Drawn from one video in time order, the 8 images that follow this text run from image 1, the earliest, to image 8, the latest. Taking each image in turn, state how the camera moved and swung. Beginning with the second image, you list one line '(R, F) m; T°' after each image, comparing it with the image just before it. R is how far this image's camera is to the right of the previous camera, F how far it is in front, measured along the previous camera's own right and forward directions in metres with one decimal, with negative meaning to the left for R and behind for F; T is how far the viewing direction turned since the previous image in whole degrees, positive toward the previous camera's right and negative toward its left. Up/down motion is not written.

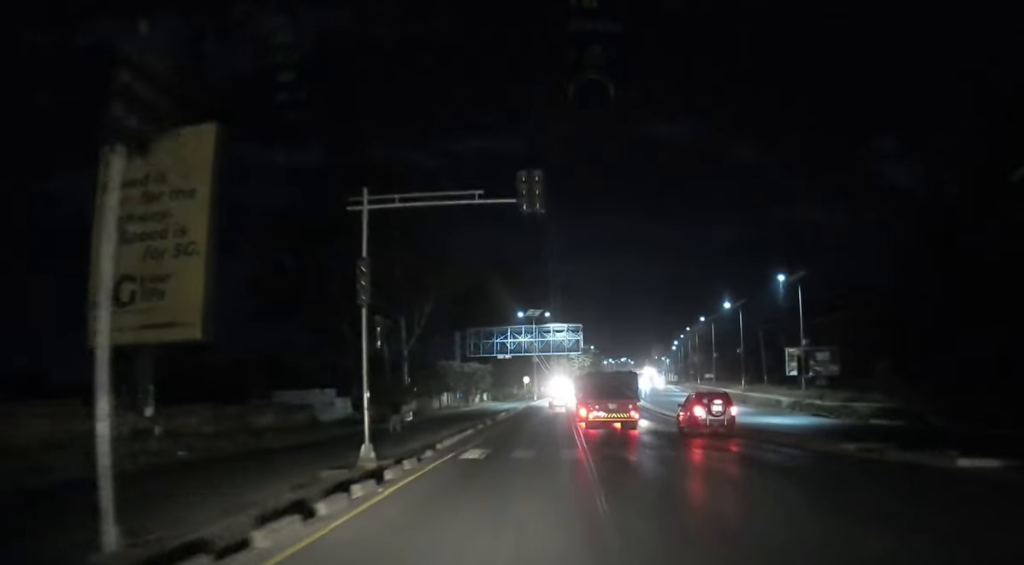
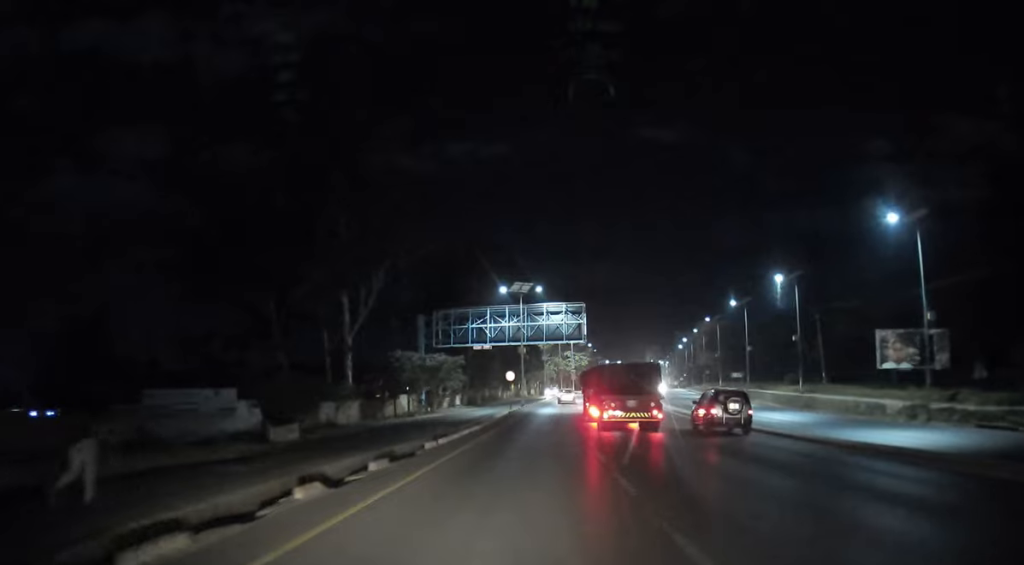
(+0.4, +24.4) m; +1°
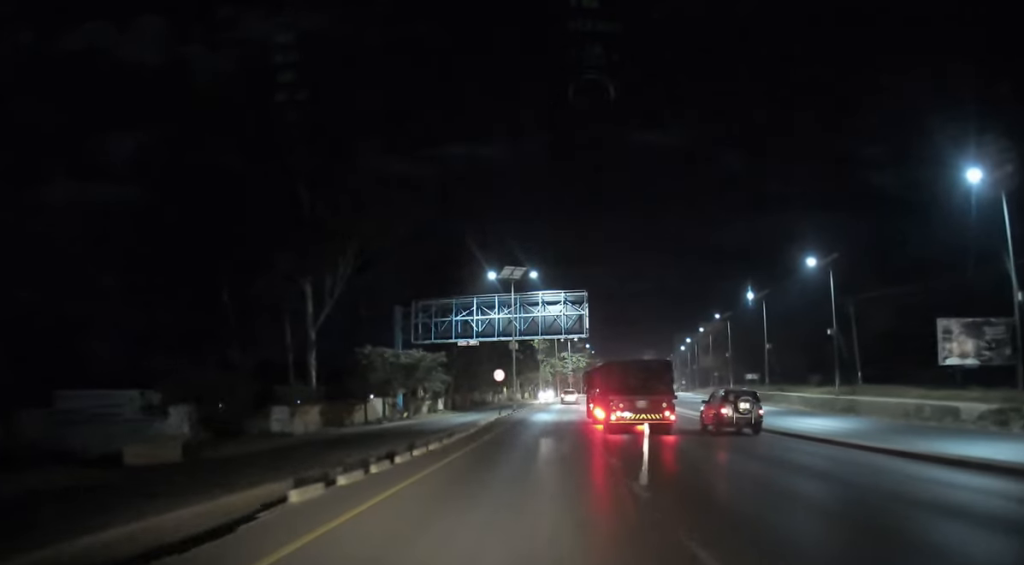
(0.0, +10.3) m; 0°
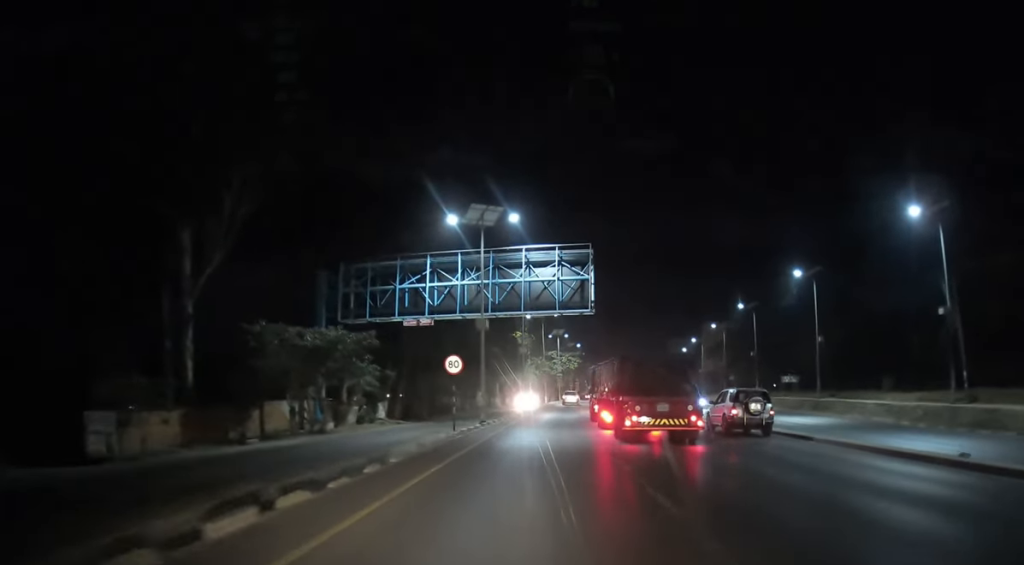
(+0.2, +20.5) m; +1°
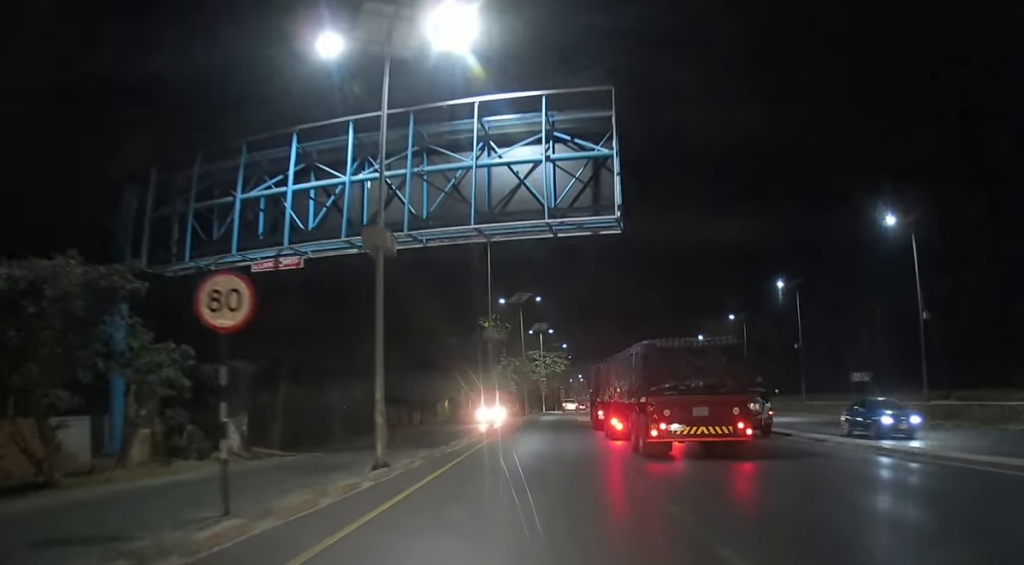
(+0.4, +22.4) m; +2°
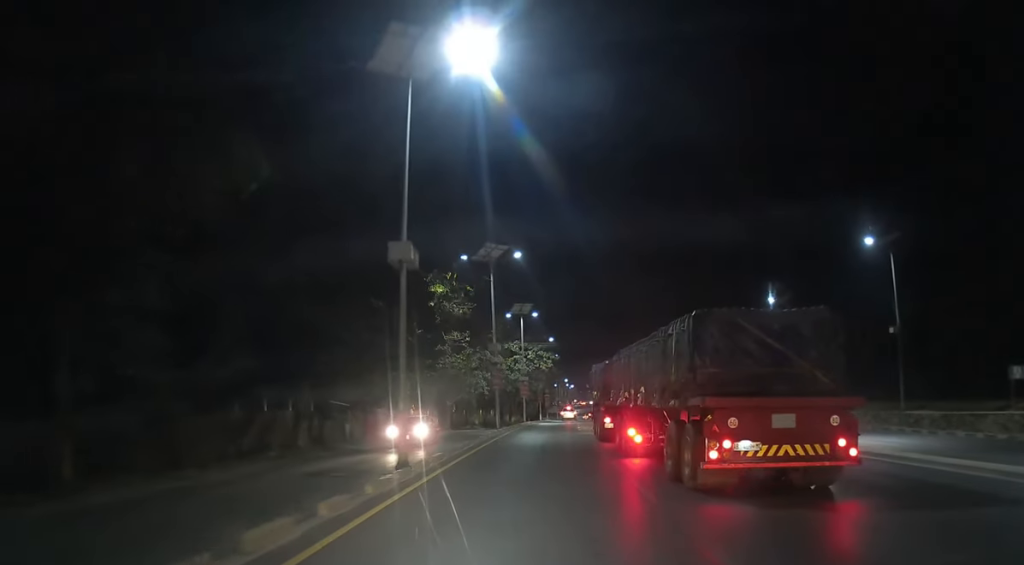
(+0.2, +23.3) m; +1°
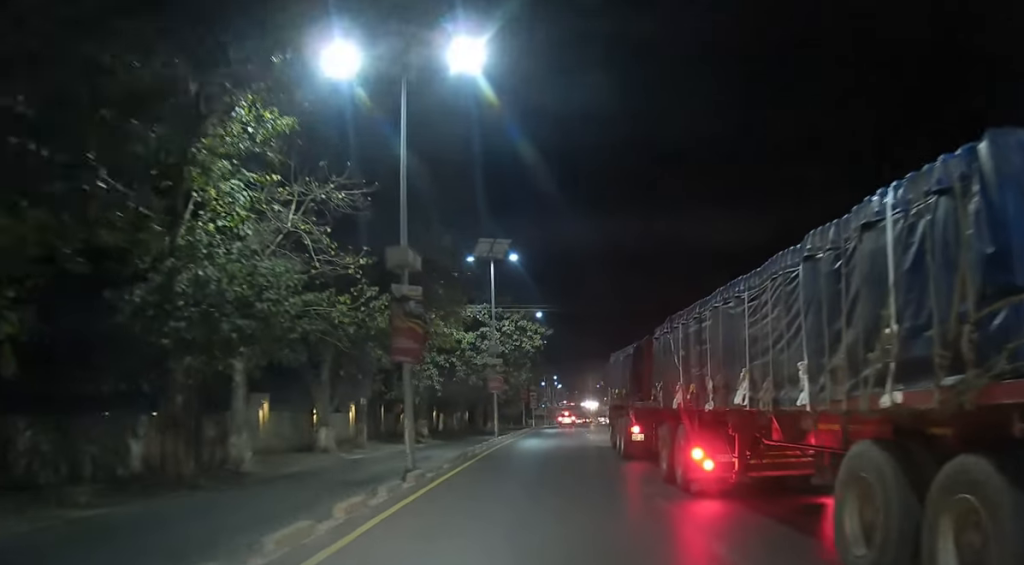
(+0.3, +27.9) m; +1°
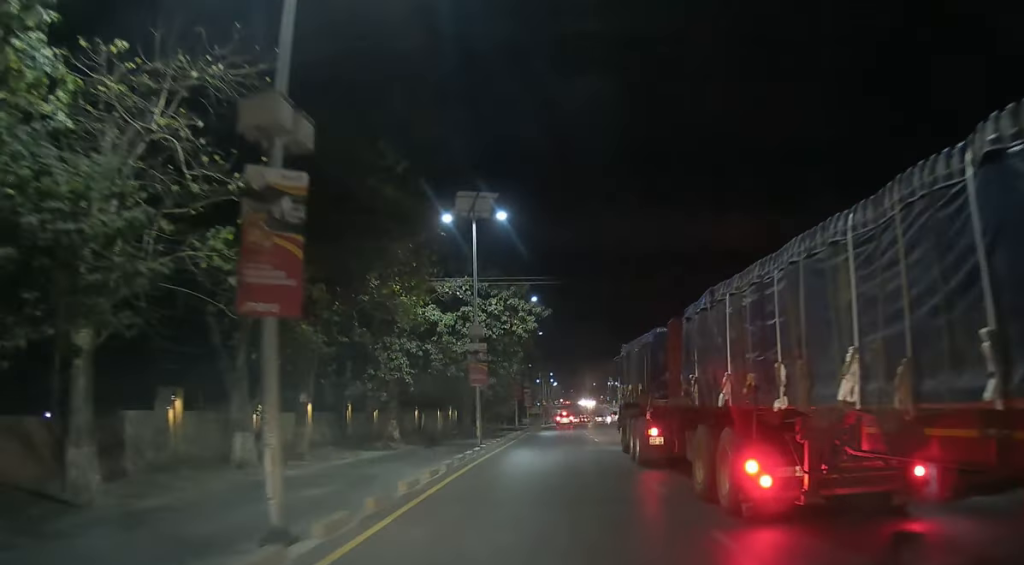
(0.0, +9.2) m; 0°
